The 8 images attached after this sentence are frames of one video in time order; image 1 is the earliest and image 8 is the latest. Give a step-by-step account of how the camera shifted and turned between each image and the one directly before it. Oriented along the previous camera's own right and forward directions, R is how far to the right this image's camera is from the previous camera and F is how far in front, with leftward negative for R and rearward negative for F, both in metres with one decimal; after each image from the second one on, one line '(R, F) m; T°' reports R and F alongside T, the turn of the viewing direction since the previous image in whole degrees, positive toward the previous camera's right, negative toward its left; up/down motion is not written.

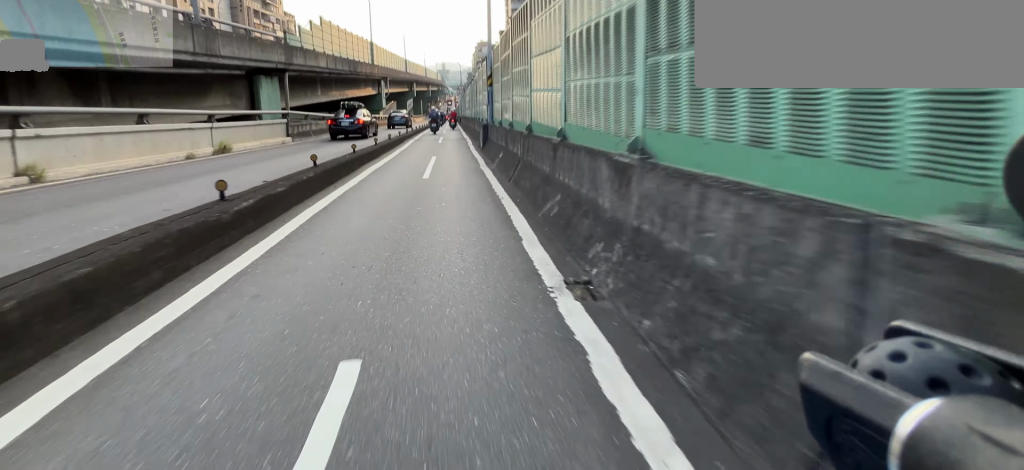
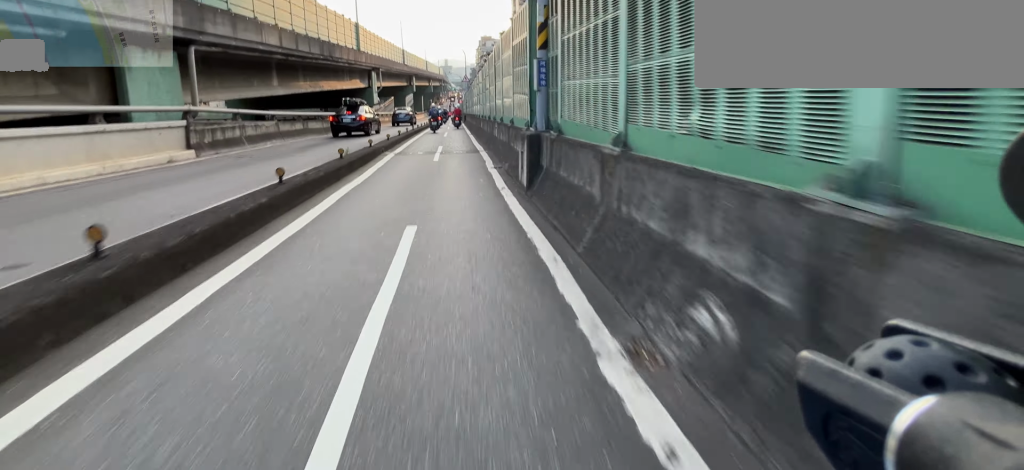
(0.0, +6.2) m; 0°
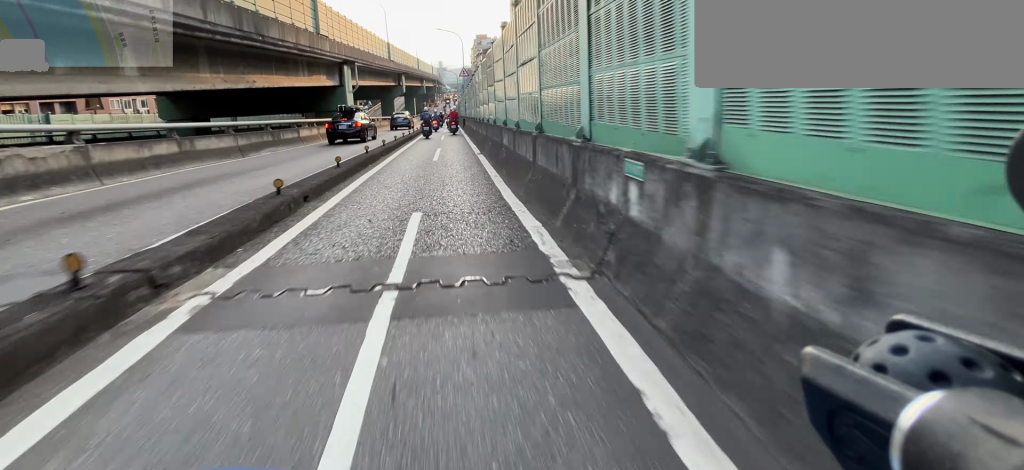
(0.0, +8.1) m; 0°
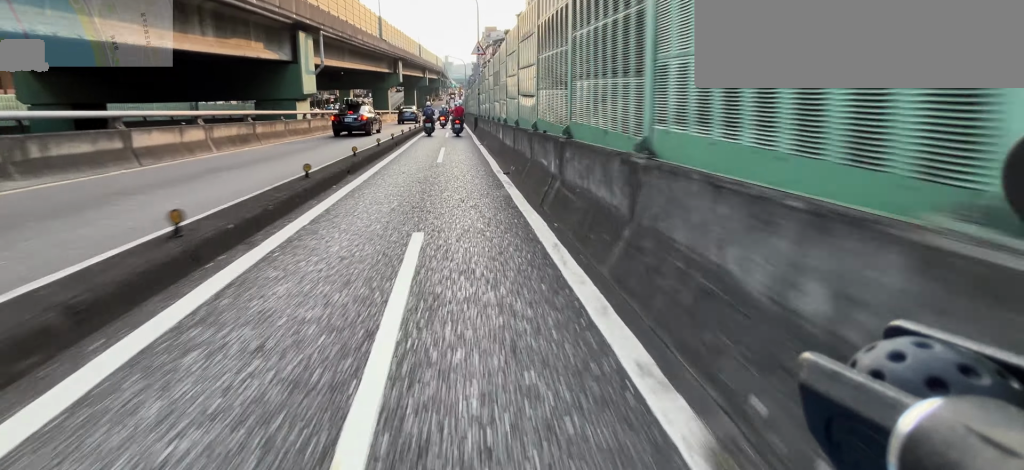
(0.0, +9.9) m; 0°
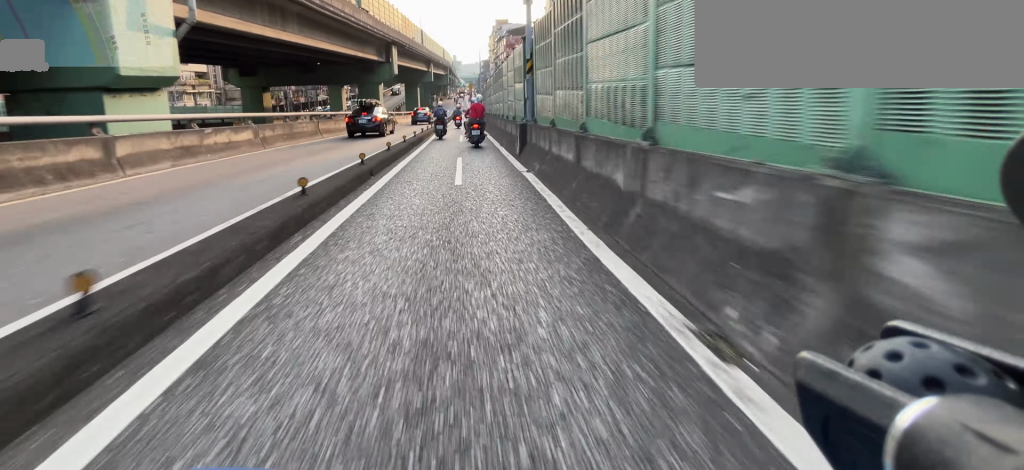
(0.0, +12.1) m; 0°
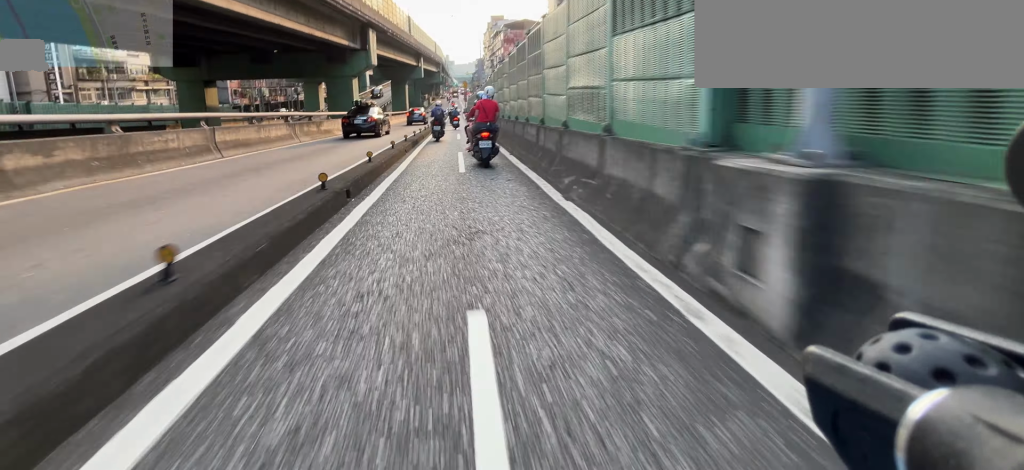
(-0.1, +9.1) m; 0°
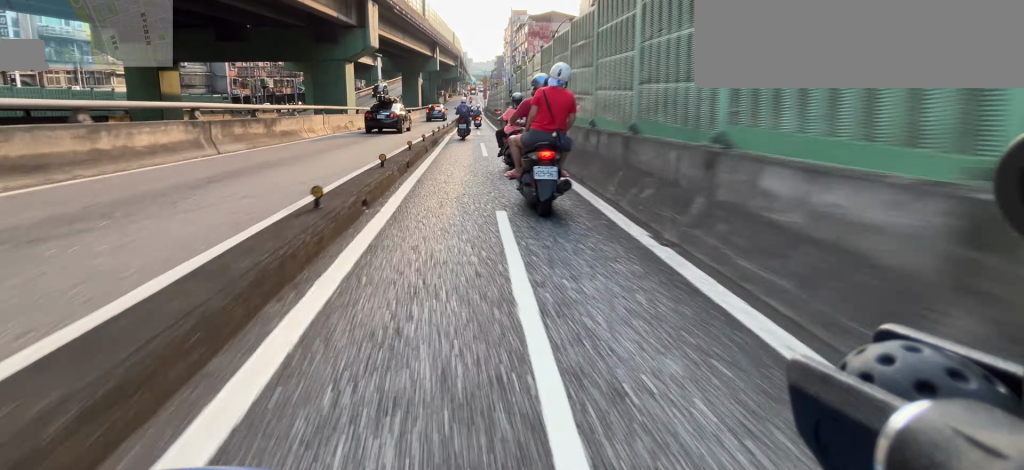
(0.0, +8.1) m; 0°
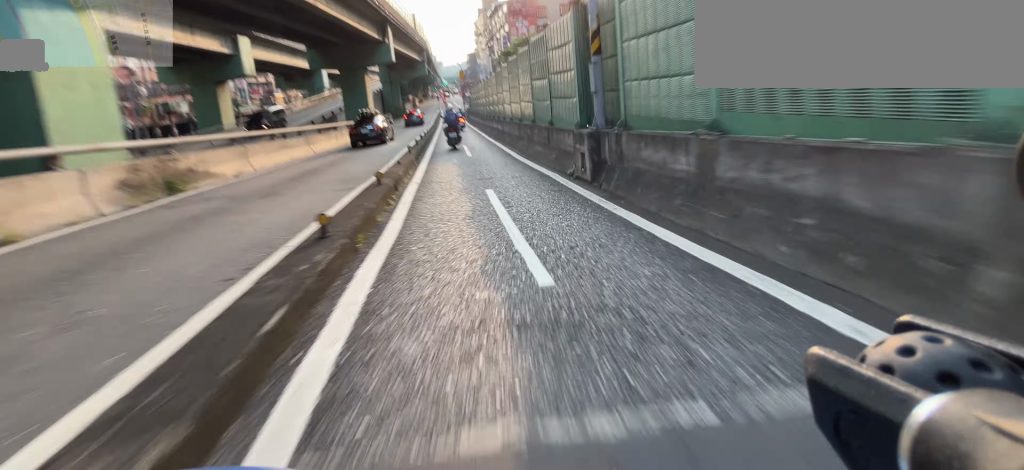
(+0.1, +22.2) m; +1°
